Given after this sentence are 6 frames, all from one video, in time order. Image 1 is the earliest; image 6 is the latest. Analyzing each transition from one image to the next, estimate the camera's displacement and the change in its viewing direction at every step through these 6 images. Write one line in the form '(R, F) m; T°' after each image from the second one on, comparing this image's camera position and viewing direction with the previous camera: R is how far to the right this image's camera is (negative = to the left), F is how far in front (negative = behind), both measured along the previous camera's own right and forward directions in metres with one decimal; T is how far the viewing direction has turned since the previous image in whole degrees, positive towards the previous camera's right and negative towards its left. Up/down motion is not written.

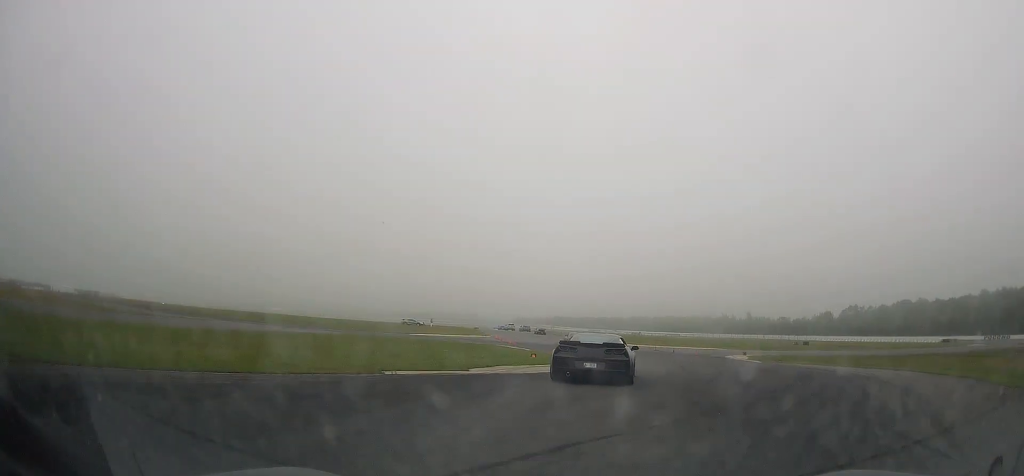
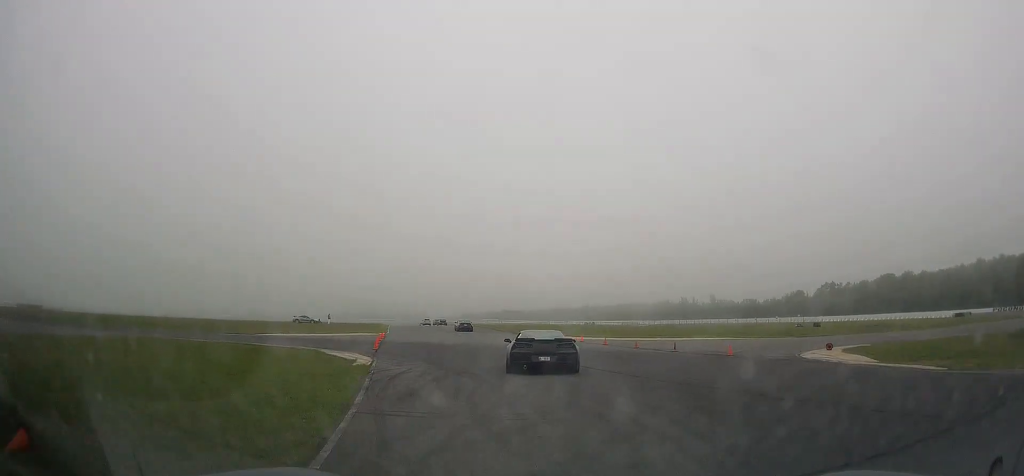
(+3.4, +27.0) m; +5°
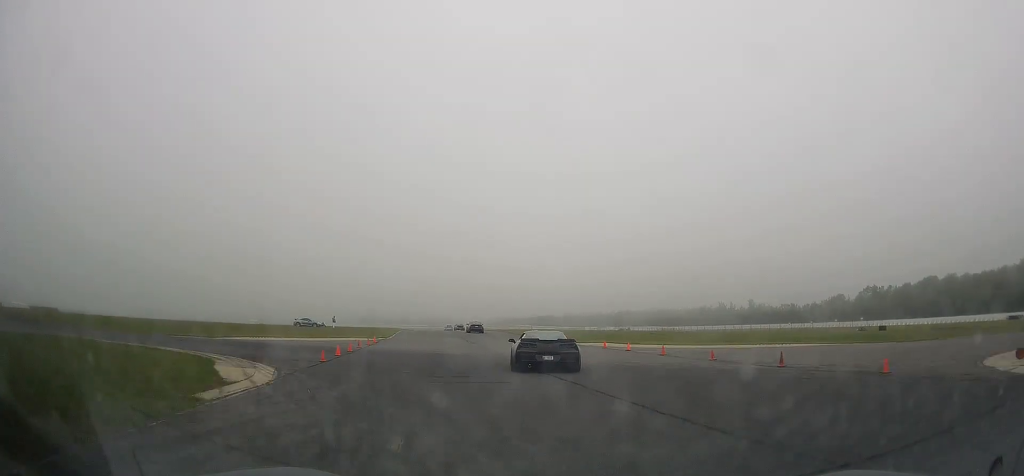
(+0.5, +10.5) m; -2°
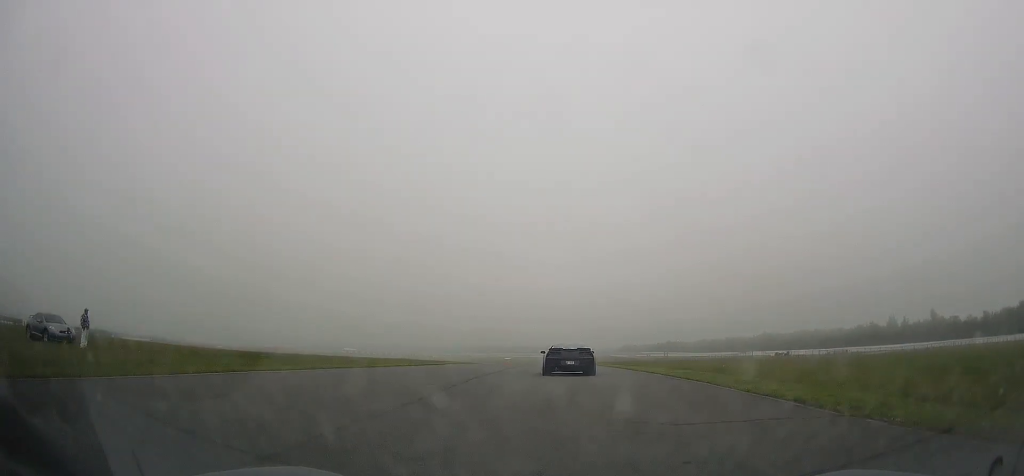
(-8.0, +62.4) m; -10°
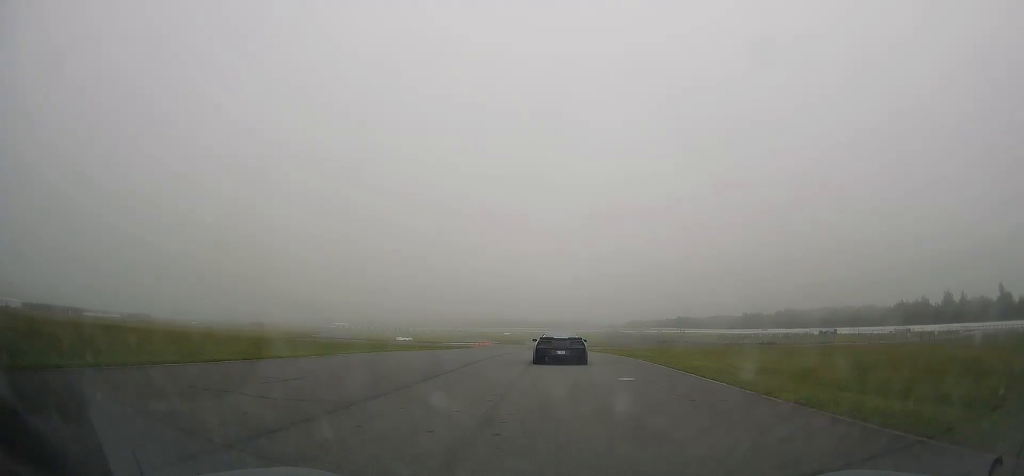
(-0.6, +40.9) m; -1°
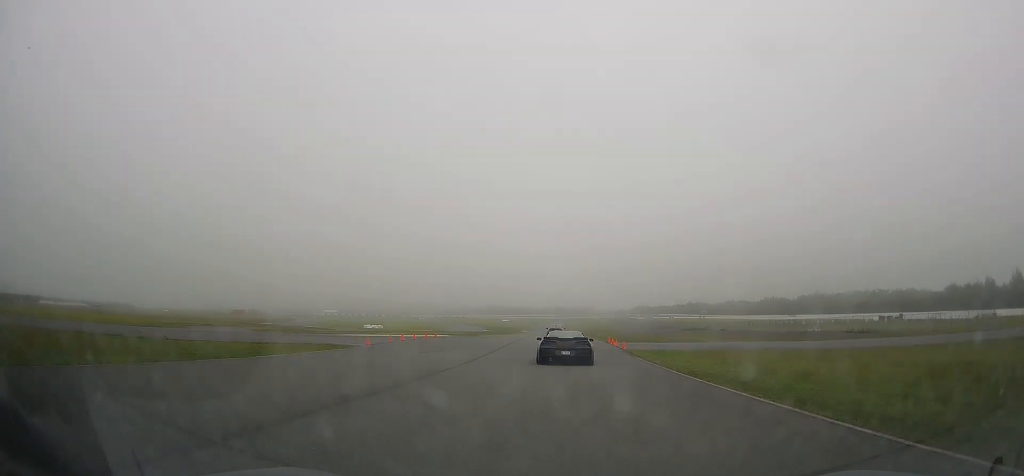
(-0.3, +42.7) m; 0°
